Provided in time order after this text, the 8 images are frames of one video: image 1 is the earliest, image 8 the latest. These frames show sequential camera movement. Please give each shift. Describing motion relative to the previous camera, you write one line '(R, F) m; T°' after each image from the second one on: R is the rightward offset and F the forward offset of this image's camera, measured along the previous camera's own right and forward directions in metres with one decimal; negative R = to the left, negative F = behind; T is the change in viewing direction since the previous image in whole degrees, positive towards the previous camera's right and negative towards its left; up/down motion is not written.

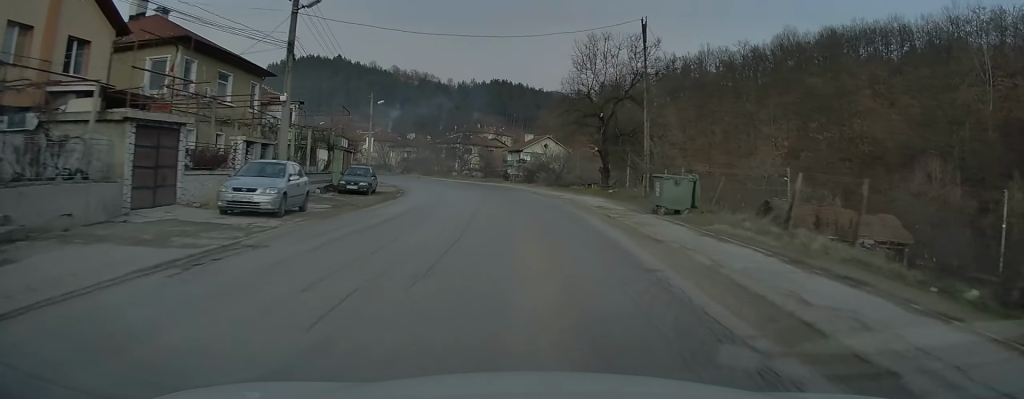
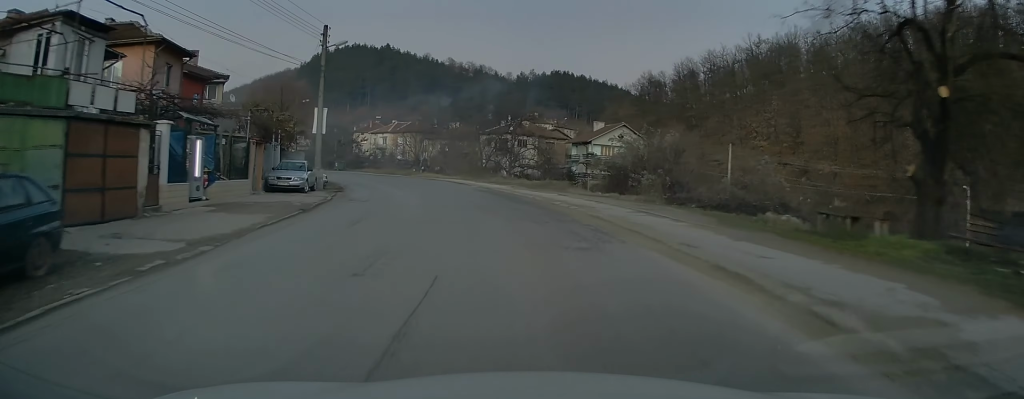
(-1.9, +27.9) m; -8°
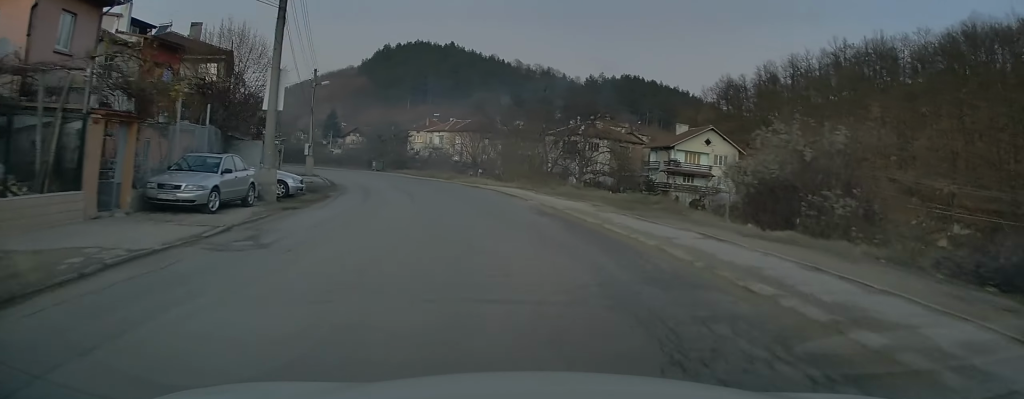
(-0.6, +13.5) m; -6°
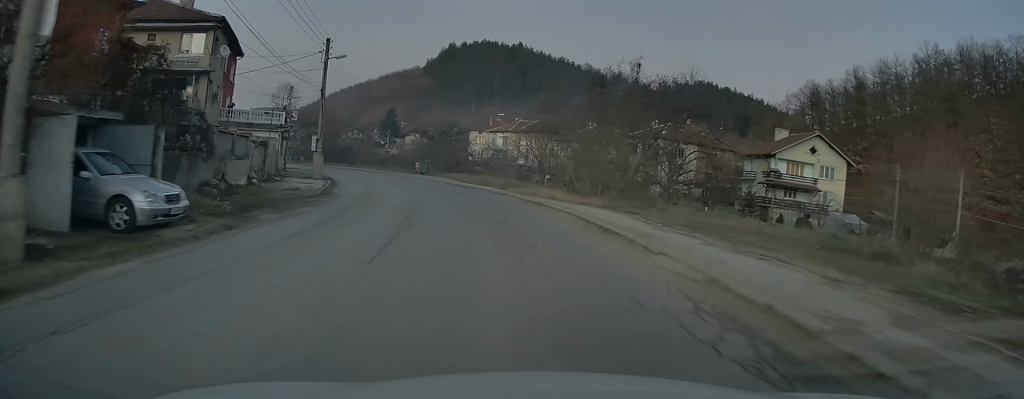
(-0.9, +13.2) m; -7°
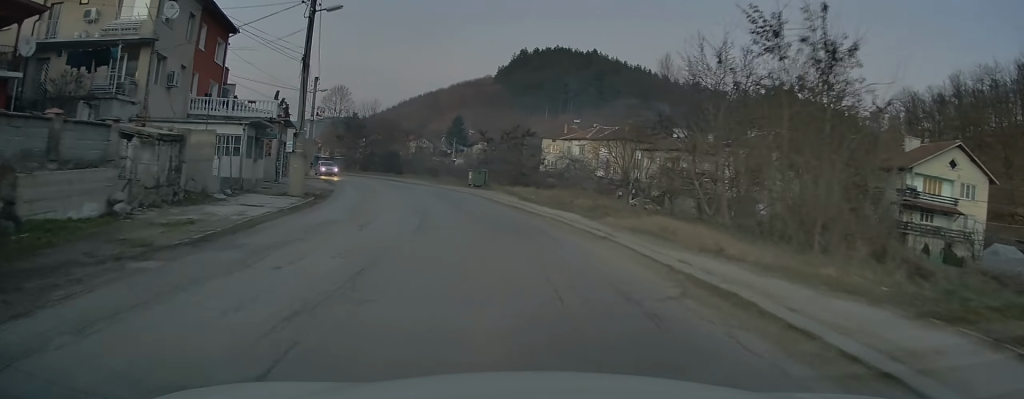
(-0.8, +14.3) m; -7°
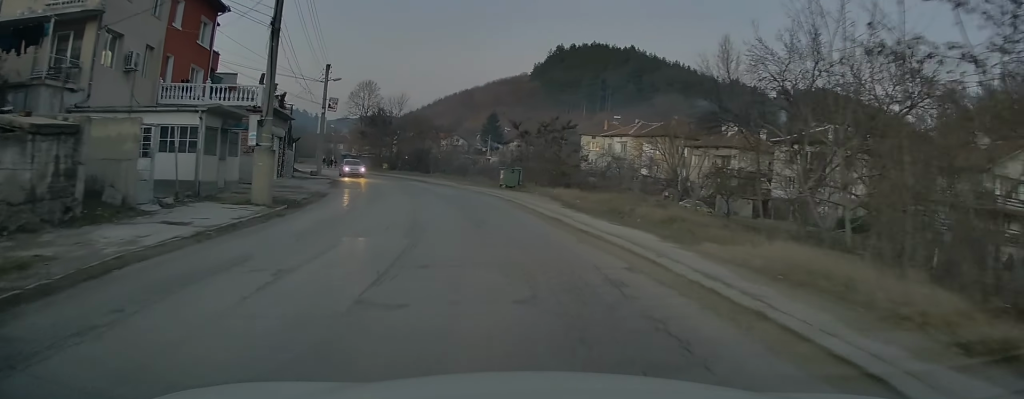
(-0.1, +6.5) m; -3°
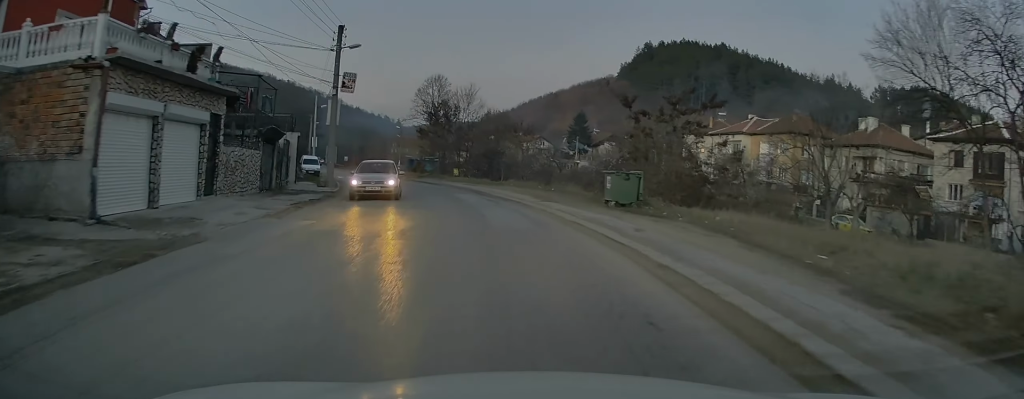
(-1.2, +16.3) m; -8°
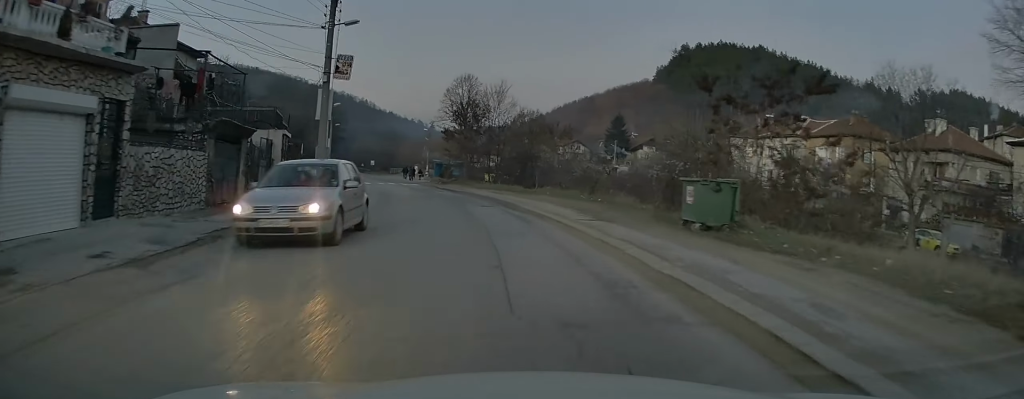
(-0.3, +7.0) m; -3°
